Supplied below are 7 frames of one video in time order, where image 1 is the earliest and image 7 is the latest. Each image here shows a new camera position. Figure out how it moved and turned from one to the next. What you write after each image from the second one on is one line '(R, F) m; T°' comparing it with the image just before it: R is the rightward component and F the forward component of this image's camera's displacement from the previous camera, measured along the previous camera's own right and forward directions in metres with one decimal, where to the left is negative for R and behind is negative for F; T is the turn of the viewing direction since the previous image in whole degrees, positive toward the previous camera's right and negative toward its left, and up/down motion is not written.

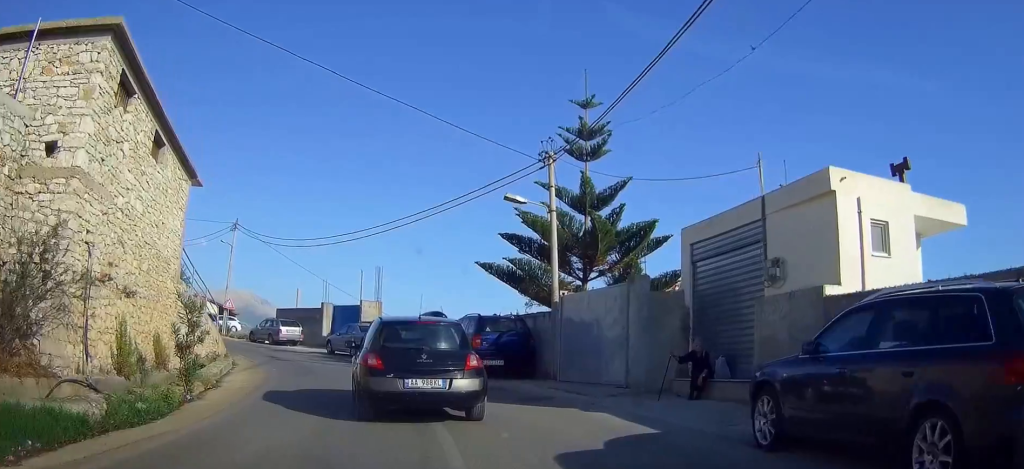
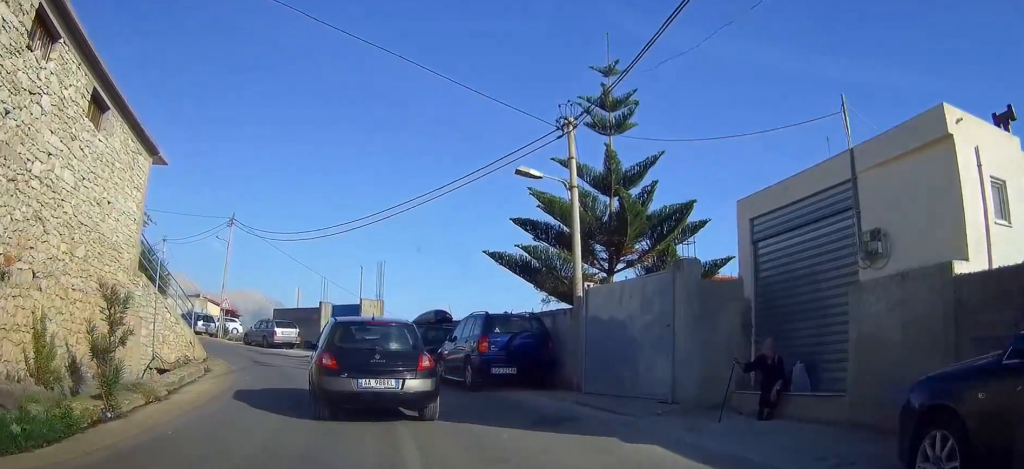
(0.0, +2.9) m; -2°
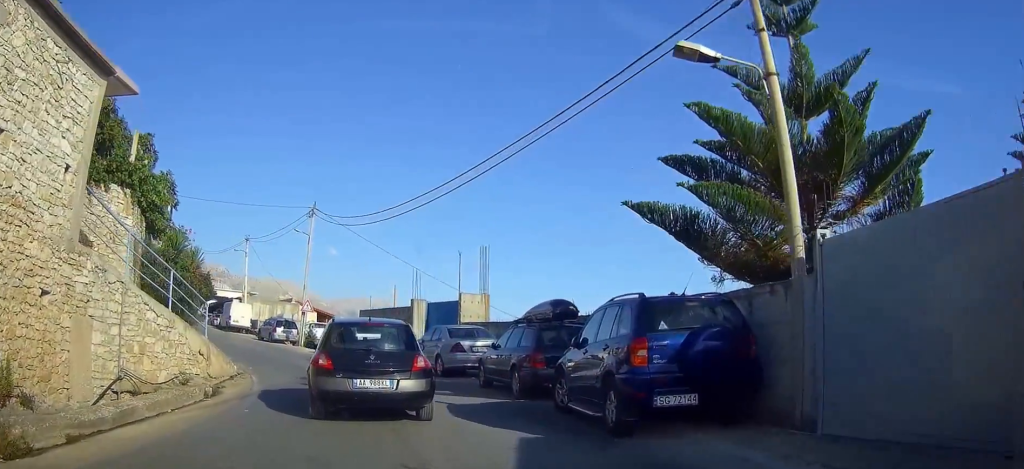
(-0.4, +6.1) m; -9°
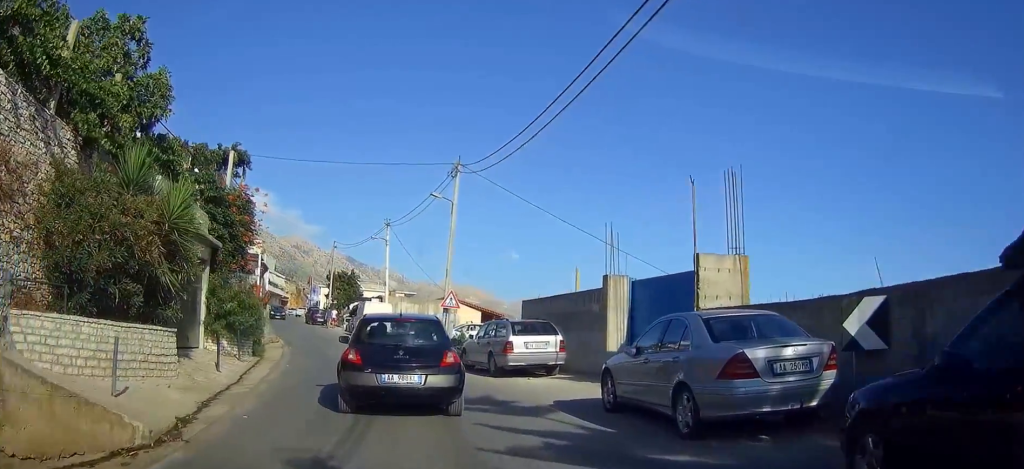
(-1.8, +10.5) m; -19°
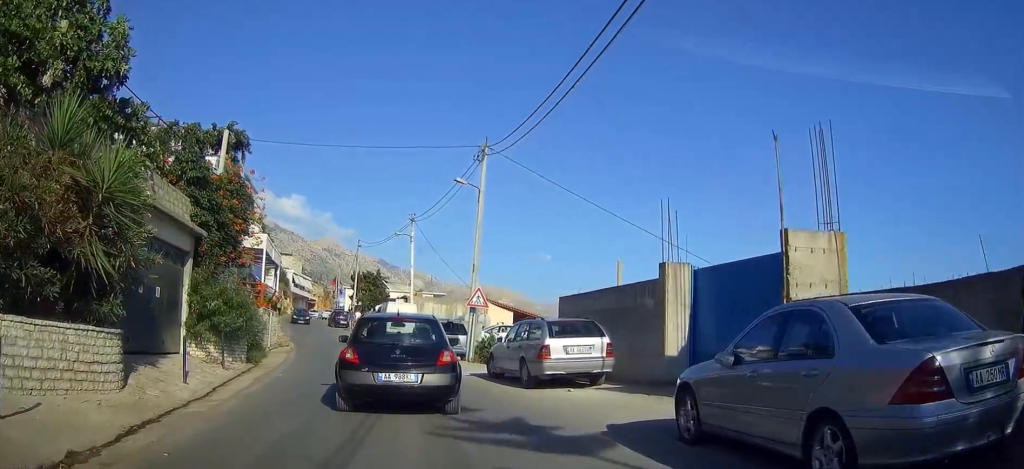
(-0.1, +2.9) m; -4°
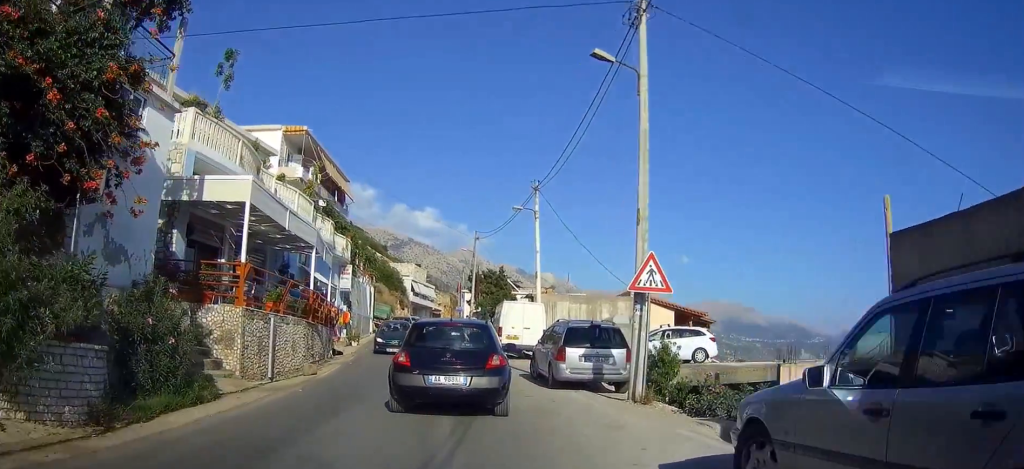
(-1.0, +11.5) m; -6°
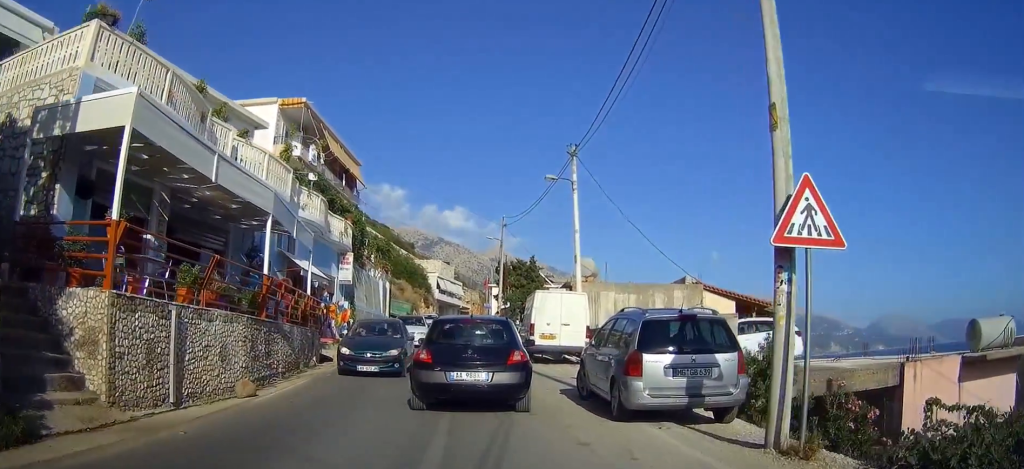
(0.0, +5.9) m; -1°
